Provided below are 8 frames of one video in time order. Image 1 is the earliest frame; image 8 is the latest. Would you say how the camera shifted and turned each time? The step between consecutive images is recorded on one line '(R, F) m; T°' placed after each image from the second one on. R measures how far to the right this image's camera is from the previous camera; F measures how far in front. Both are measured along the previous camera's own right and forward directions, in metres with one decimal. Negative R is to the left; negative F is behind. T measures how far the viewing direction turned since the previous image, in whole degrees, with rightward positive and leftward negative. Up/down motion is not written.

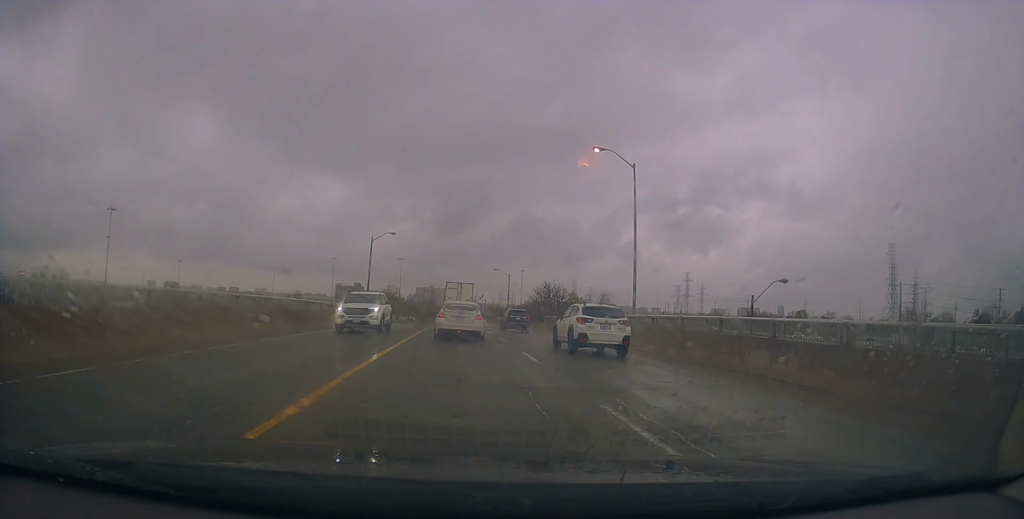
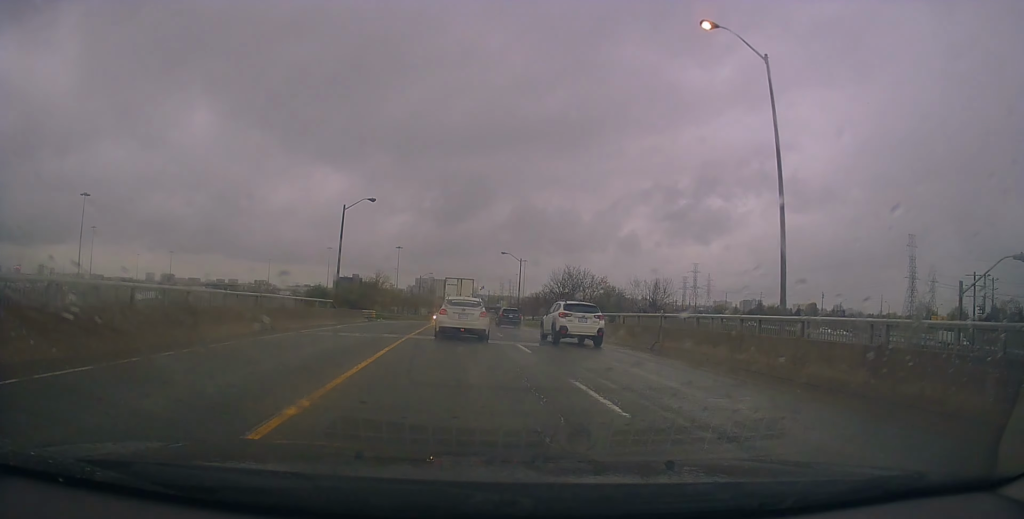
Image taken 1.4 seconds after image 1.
(0.0, +15.8) m; +1°
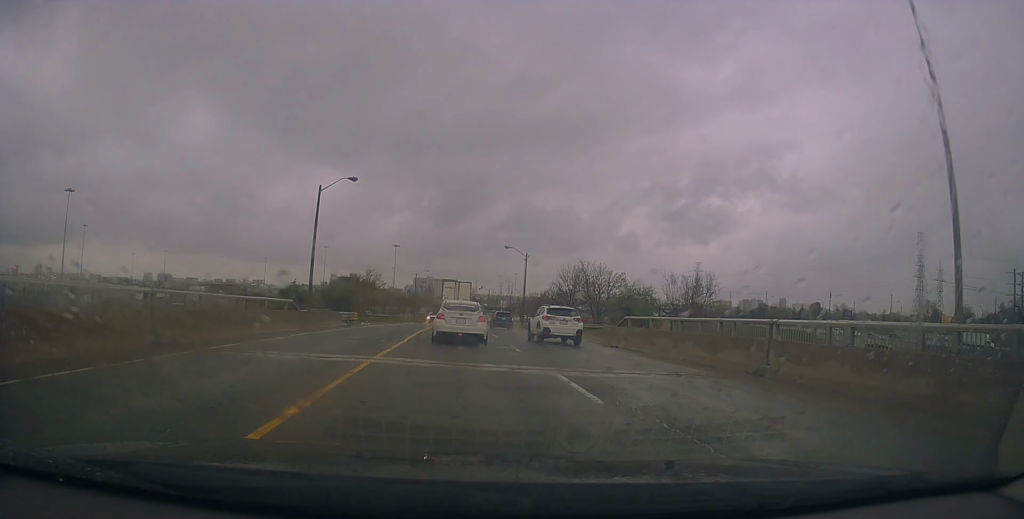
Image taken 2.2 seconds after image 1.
(+0.1, +8.3) m; 0°
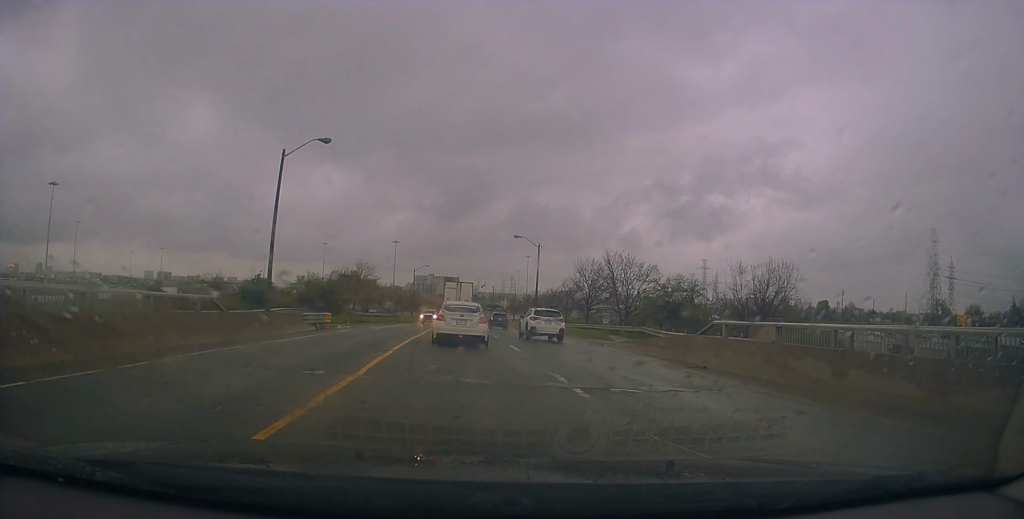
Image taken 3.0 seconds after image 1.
(+0.1, +8.8) m; 0°
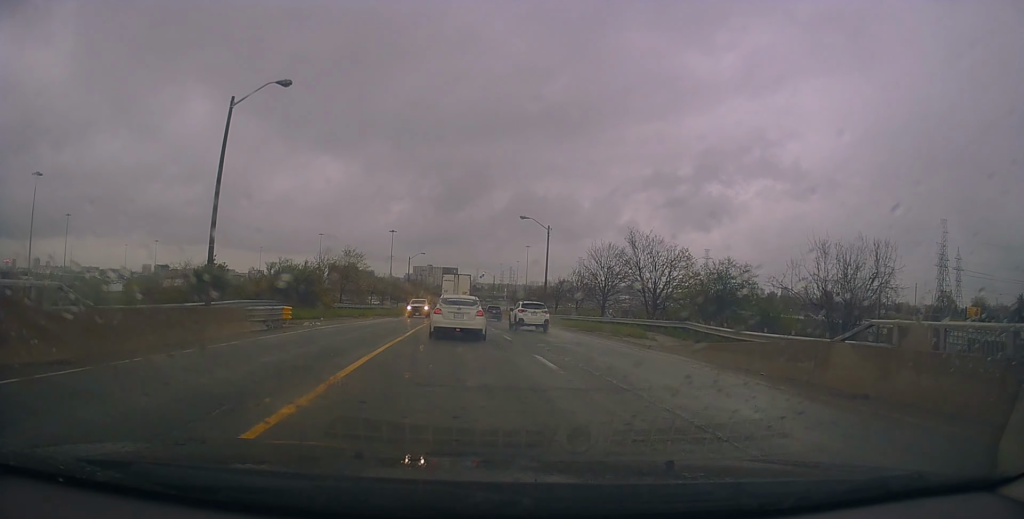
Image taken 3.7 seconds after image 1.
(-0.3, +7.1) m; +1°
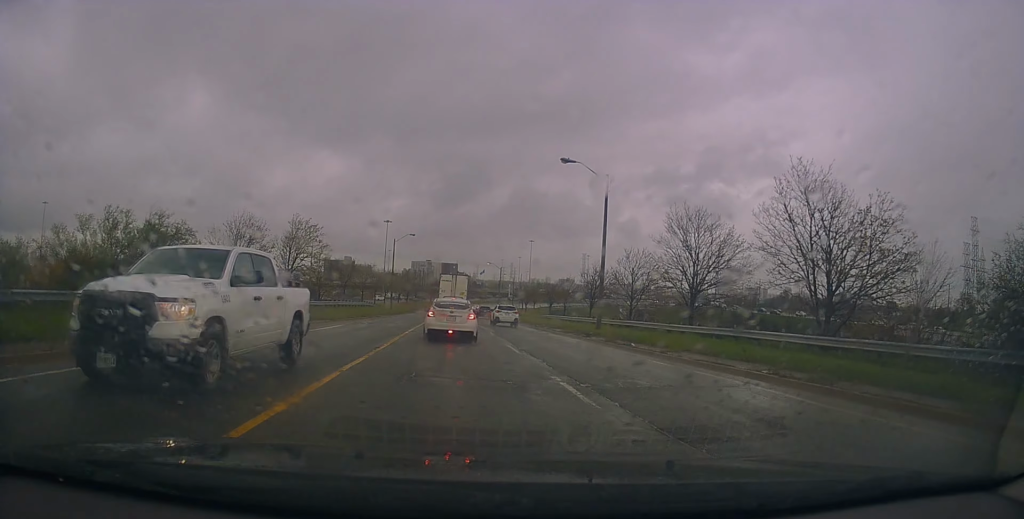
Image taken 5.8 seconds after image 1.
(-0.7, +20.6) m; -2°
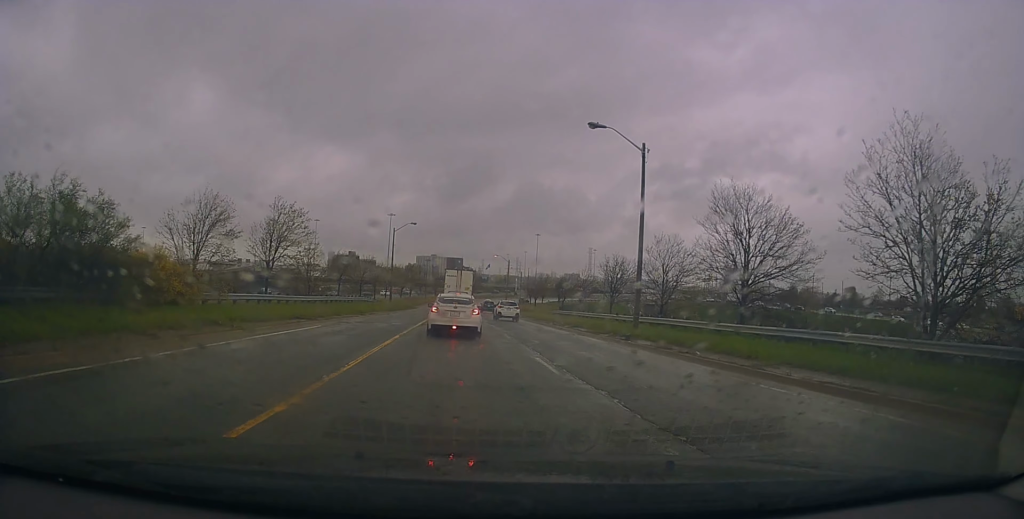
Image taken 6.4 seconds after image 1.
(+0.5, +5.6) m; 0°
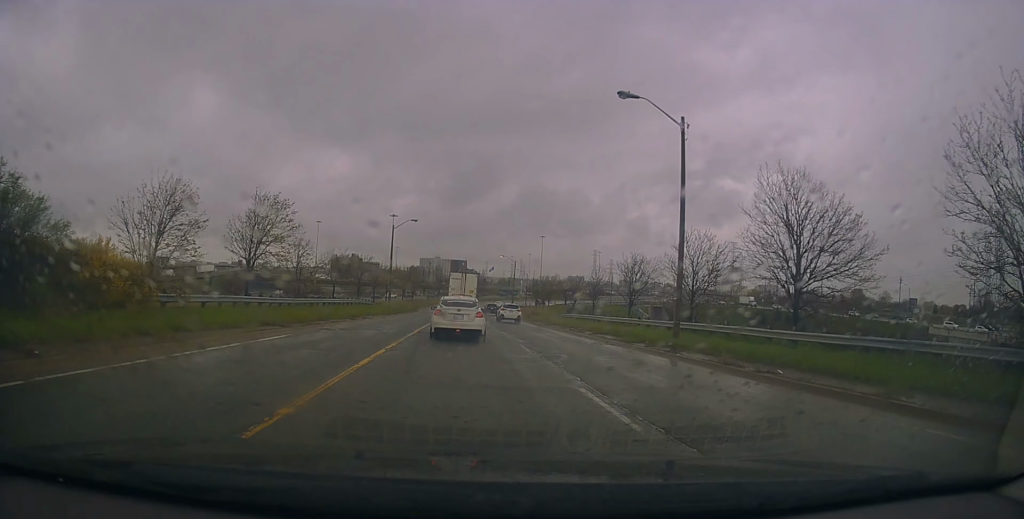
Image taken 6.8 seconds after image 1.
(+0.4, +4.1) m; 0°
